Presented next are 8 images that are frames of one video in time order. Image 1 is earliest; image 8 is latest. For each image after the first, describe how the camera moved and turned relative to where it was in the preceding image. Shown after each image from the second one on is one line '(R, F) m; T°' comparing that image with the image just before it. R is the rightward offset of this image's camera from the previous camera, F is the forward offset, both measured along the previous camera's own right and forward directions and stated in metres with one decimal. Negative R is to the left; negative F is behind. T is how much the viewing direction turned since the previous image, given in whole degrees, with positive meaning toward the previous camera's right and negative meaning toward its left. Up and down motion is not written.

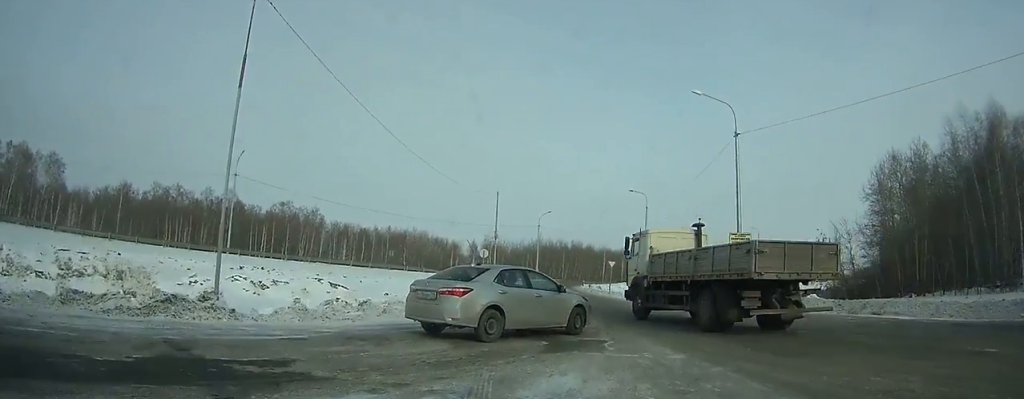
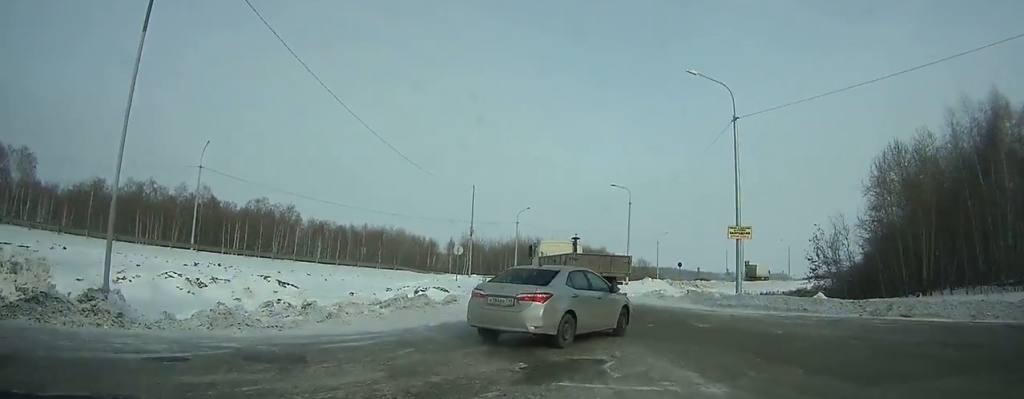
(+0.1, +4.5) m; +2°
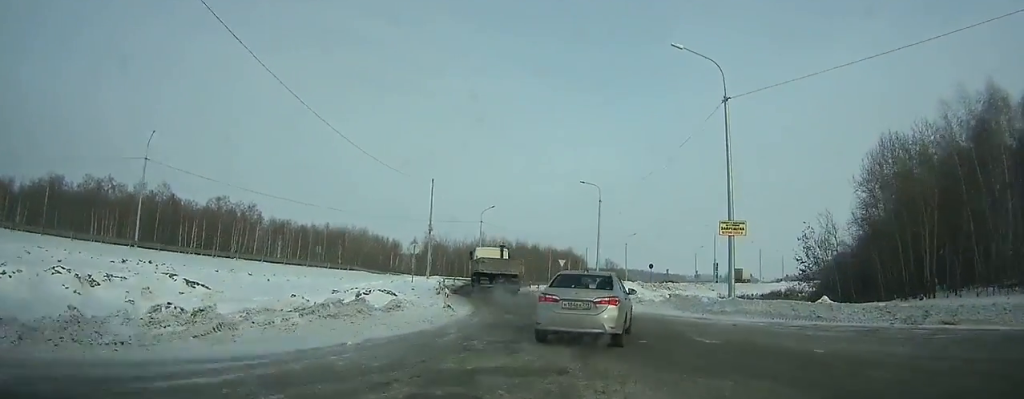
(+0.2, +4.6) m; +1°
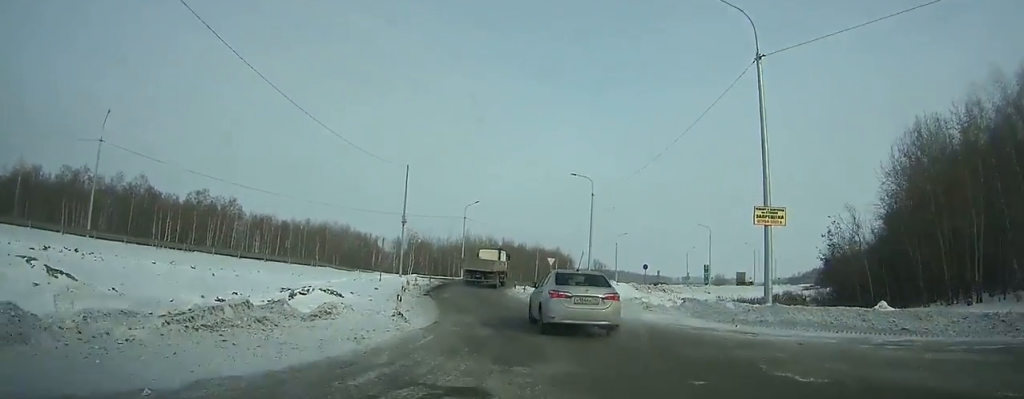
(0.0, +5.8) m; 0°
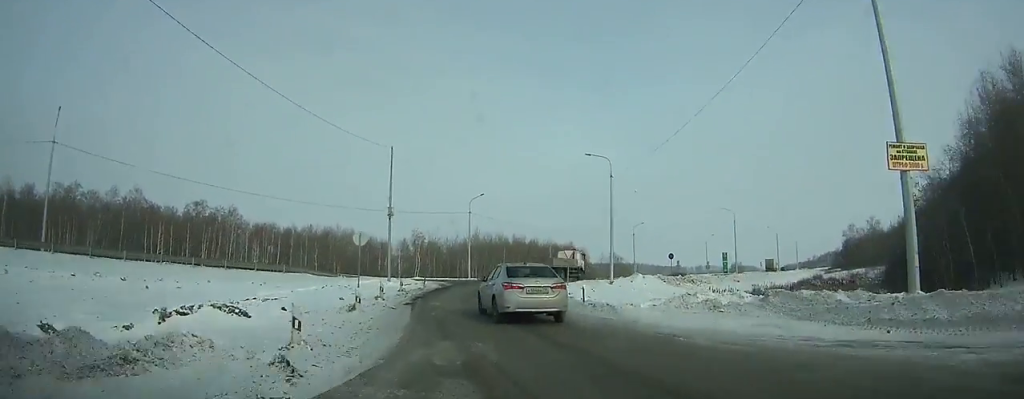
(0.0, +7.2) m; -1°
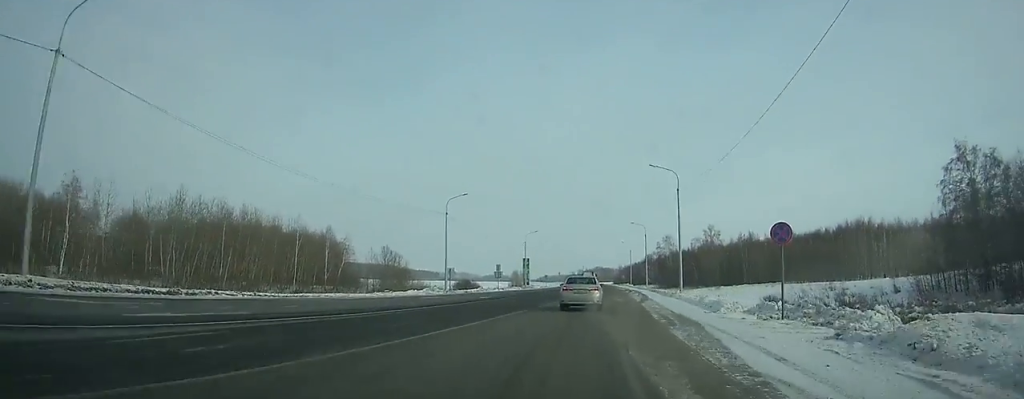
(+13.0, +57.9) m; +33°
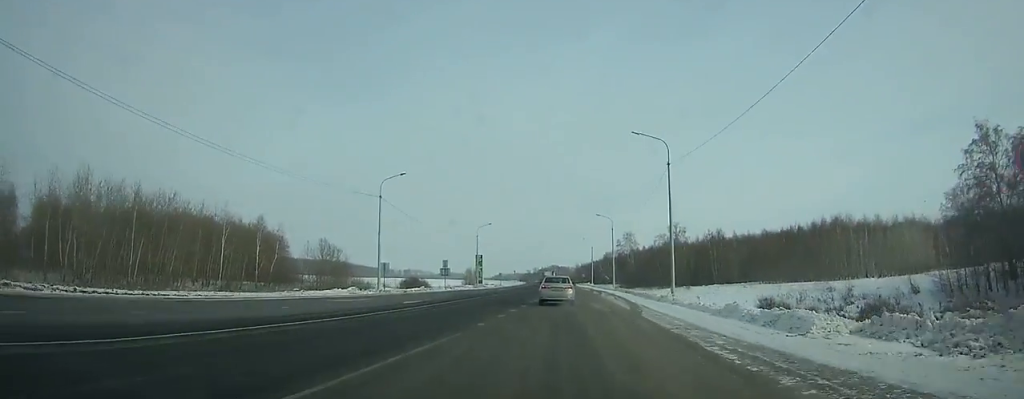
(+1.1, +14.9) m; +4°
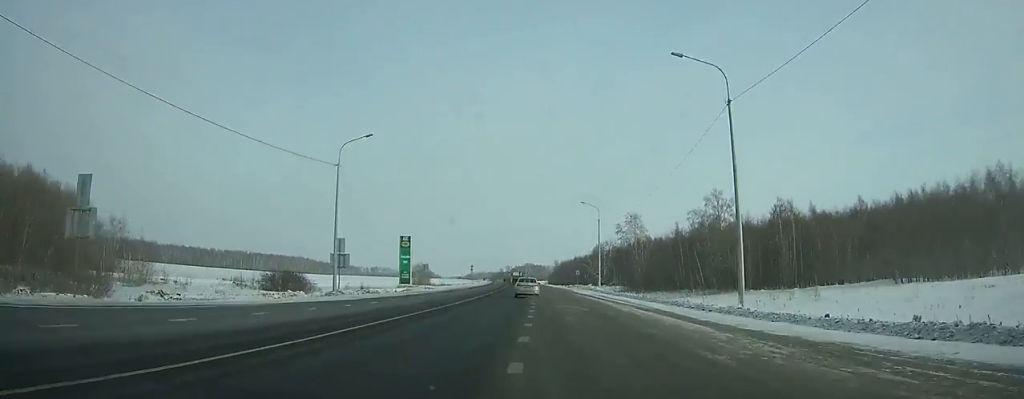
(+3.4, +69.8) m; +2°
